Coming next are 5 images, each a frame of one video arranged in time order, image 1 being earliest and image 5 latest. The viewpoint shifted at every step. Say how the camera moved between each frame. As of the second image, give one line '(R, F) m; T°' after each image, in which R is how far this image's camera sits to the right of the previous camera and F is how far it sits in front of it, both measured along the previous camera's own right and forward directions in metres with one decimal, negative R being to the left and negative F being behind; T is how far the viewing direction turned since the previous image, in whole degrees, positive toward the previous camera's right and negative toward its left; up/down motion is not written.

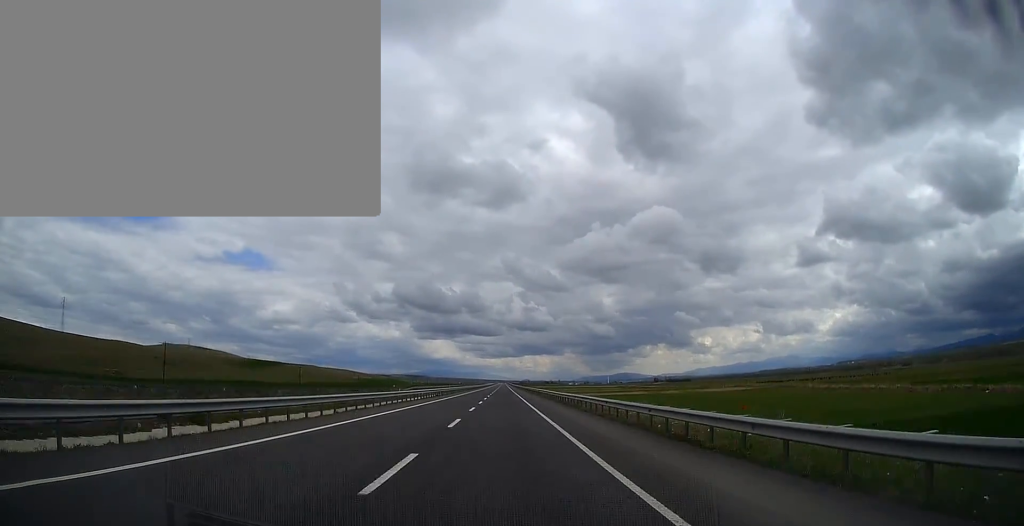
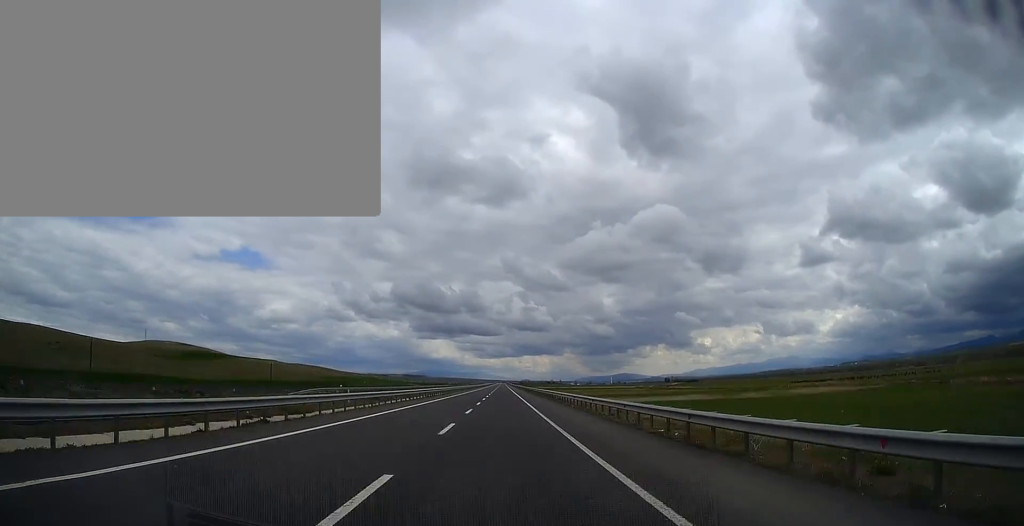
(+0.1, +75.9) m; 0°
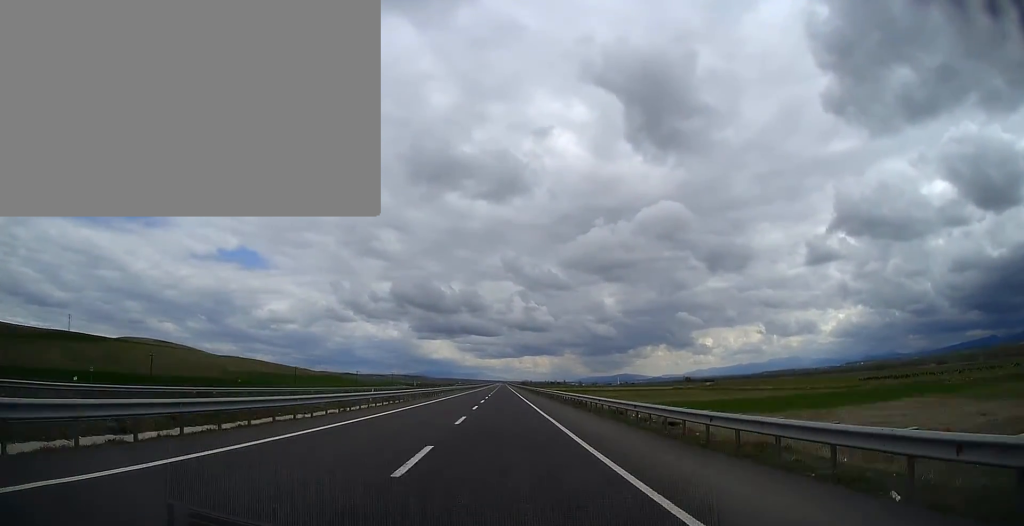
(+0.1, +105.1) m; 0°
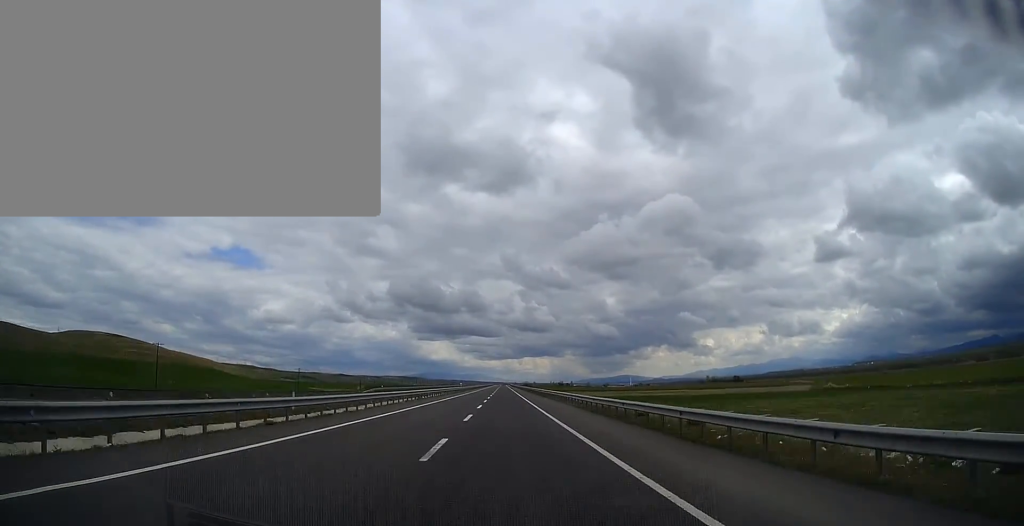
(-0.1, +180.8) m; 0°
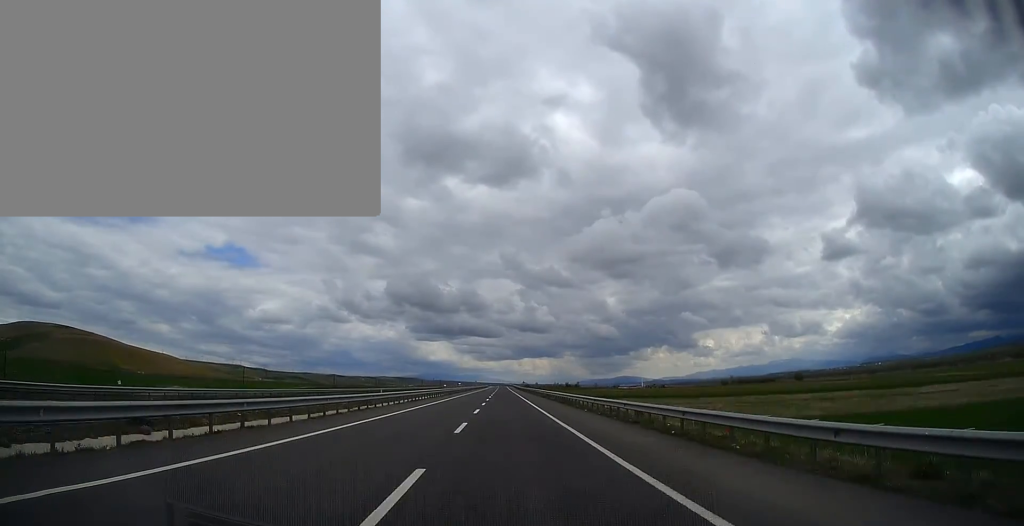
(+0.3, +151.8) m; 0°
